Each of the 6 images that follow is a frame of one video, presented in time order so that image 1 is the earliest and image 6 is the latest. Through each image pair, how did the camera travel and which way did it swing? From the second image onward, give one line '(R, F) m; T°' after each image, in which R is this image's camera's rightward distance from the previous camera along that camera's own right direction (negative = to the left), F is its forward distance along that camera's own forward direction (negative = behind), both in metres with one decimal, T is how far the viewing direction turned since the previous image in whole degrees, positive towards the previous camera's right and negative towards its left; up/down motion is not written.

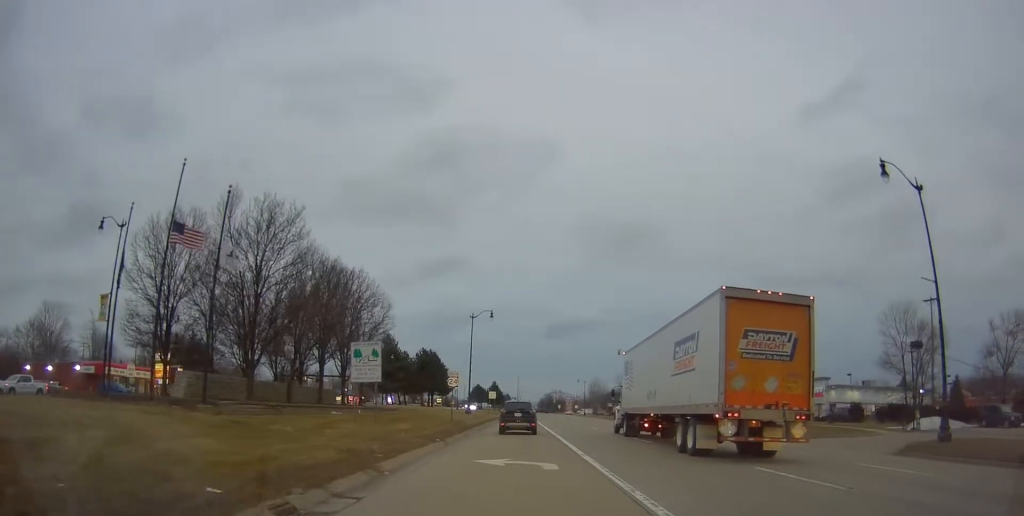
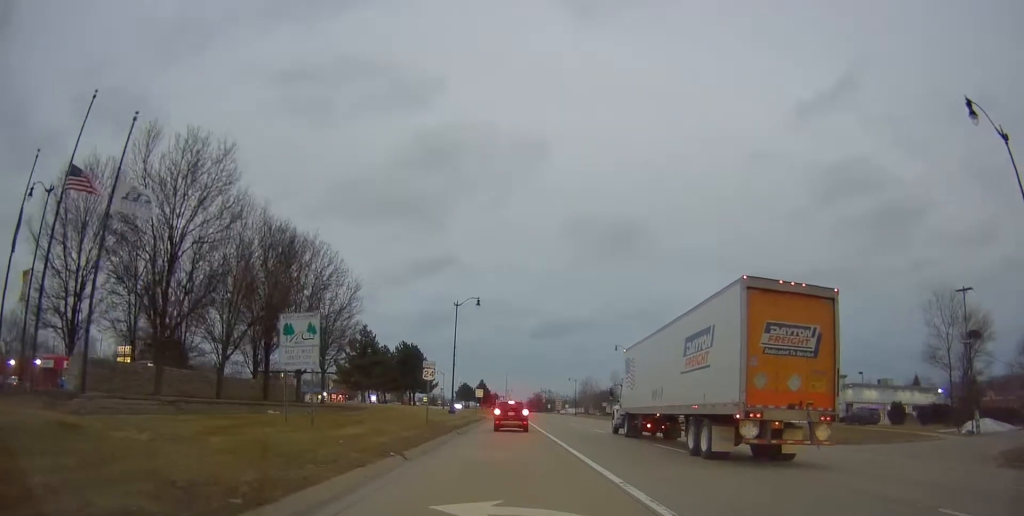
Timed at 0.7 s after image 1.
(+0.9, +6.1) m; +7°
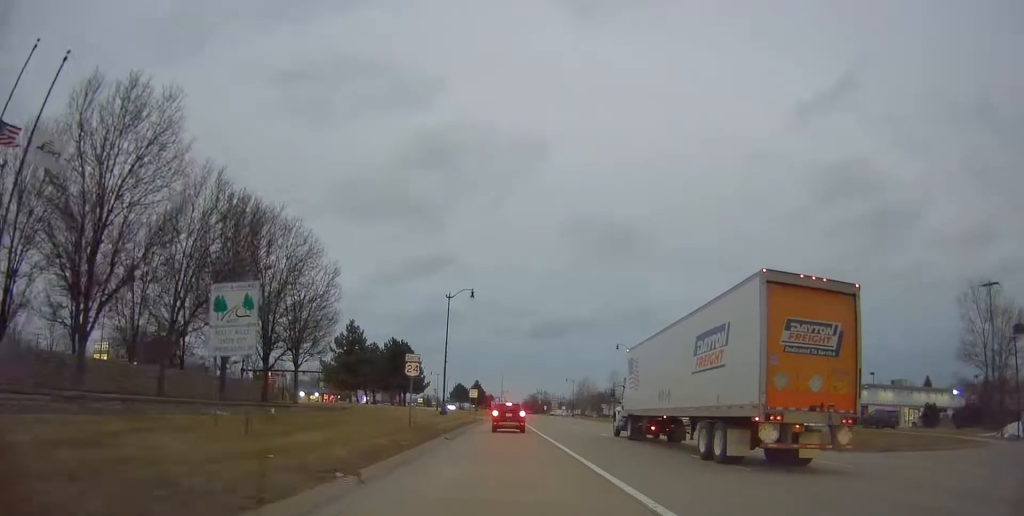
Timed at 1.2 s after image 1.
(+0.2, +3.7) m; +4°
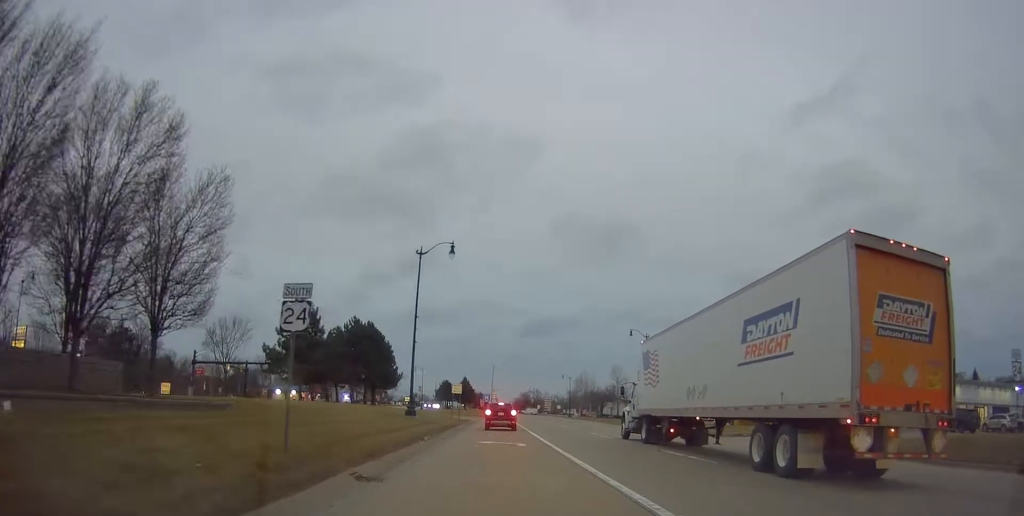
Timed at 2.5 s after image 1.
(+0.2, +12.7) m; +2°
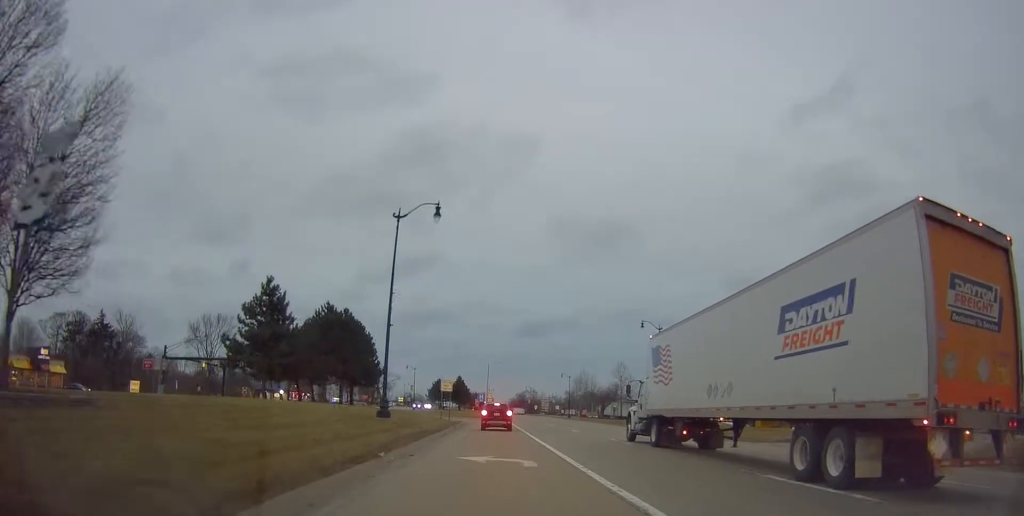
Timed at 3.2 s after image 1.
(+0.1, +7.0) m; +1°
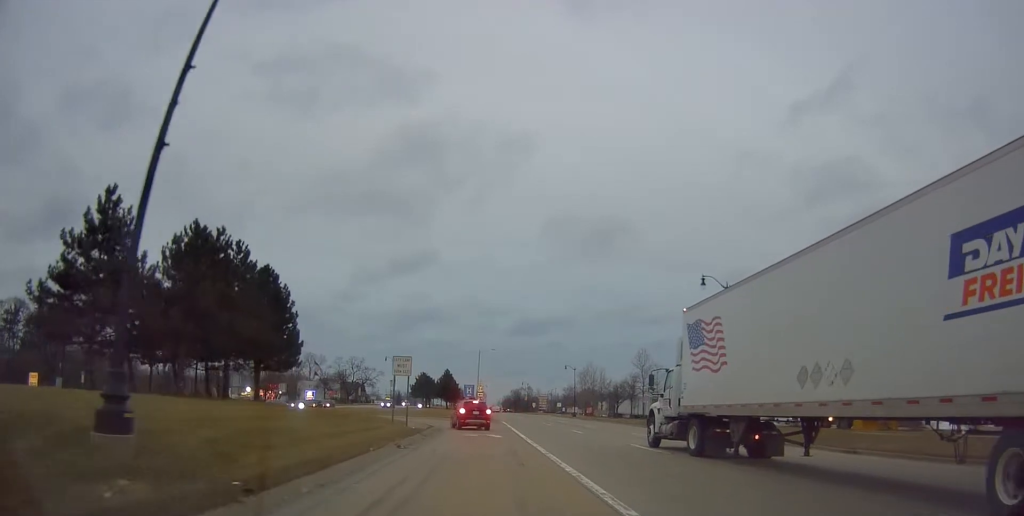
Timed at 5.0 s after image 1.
(0.0, +21.2) m; 0°
